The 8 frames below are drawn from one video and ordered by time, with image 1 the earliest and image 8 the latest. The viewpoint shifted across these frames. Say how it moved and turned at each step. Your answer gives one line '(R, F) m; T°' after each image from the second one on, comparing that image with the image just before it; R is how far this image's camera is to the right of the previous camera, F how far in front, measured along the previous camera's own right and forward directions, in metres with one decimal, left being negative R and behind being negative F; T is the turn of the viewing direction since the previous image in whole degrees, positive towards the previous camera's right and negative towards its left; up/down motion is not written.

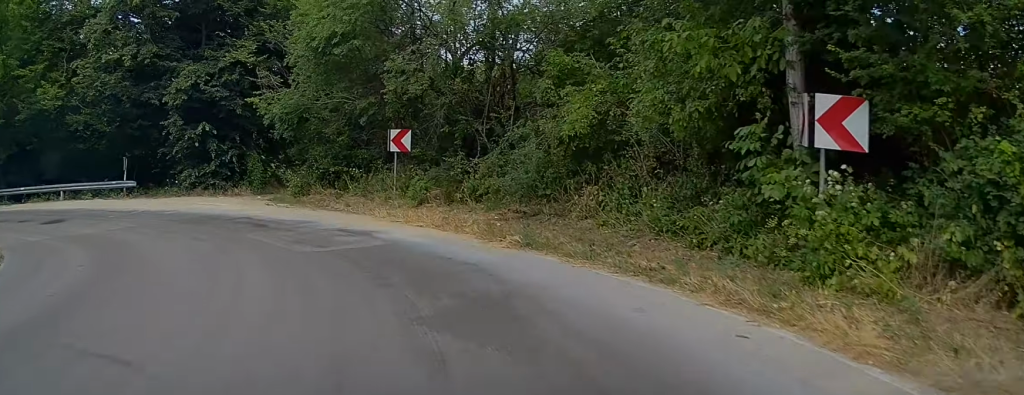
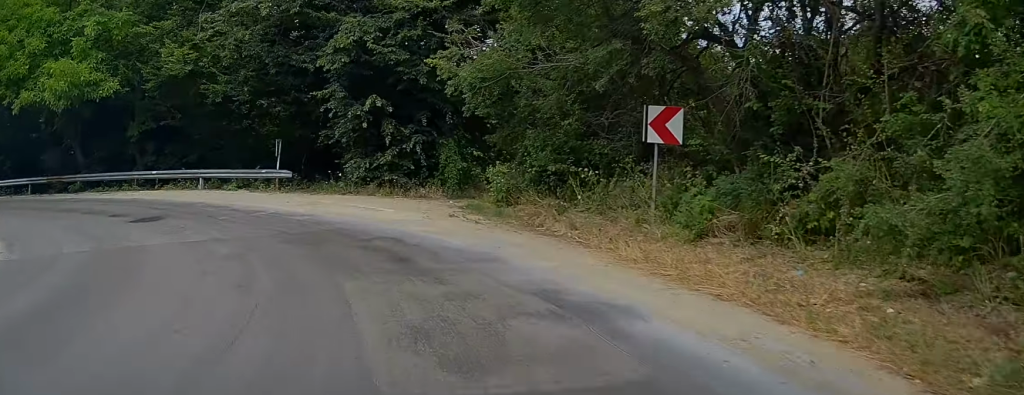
(-2.6, +6.9) m; -37°
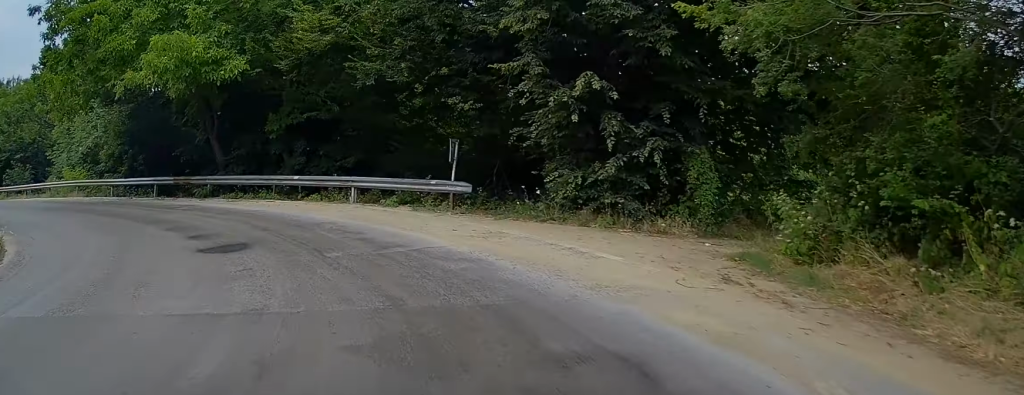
(-2.0, +5.4) m; -22°
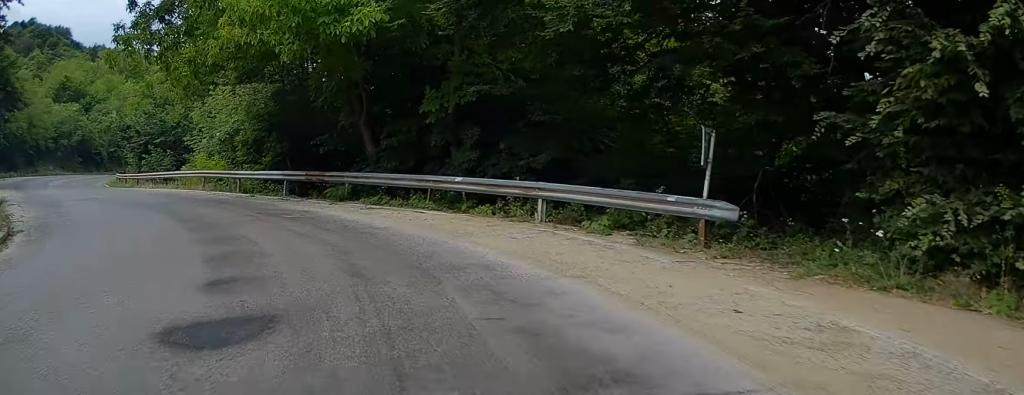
(-1.2, +6.3) m; -15°
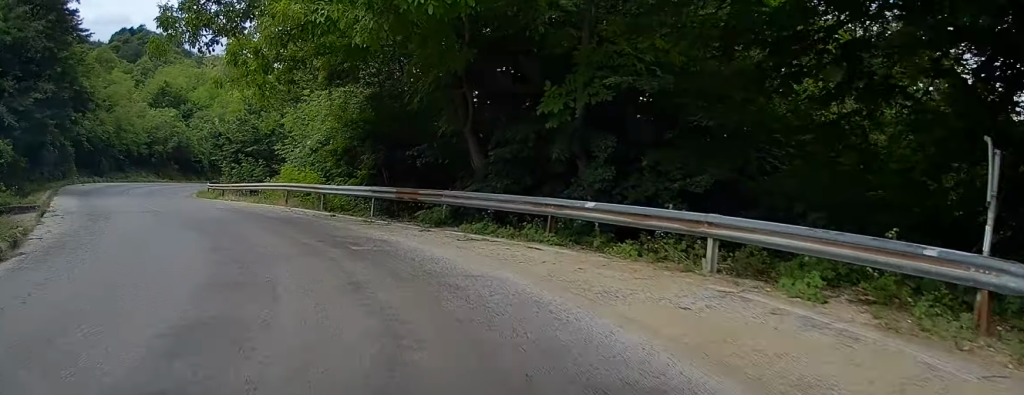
(-0.1, +4.0) m; -4°
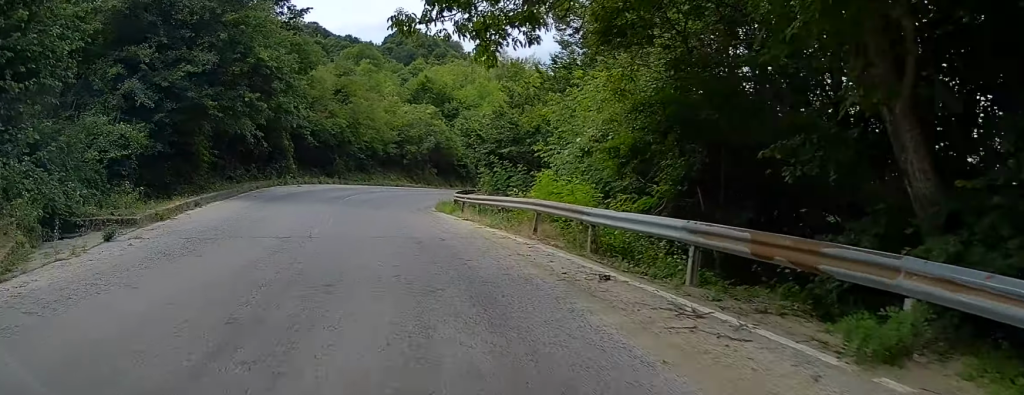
(-1.1, +11.4) m; -11°
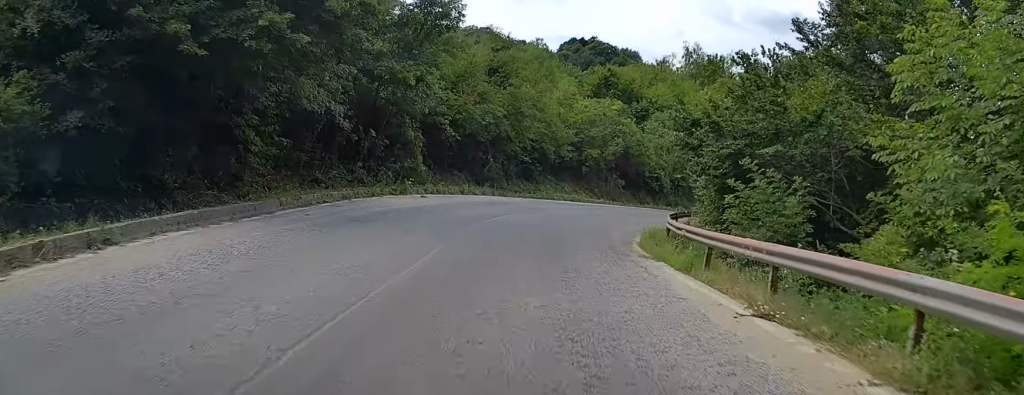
(-1.9, +17.5) m; -11°
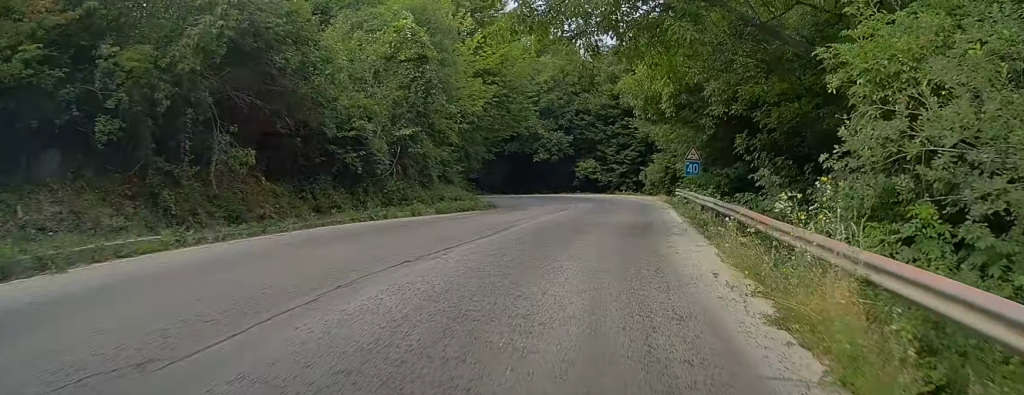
(+0.1, +38.9) m; +11°
